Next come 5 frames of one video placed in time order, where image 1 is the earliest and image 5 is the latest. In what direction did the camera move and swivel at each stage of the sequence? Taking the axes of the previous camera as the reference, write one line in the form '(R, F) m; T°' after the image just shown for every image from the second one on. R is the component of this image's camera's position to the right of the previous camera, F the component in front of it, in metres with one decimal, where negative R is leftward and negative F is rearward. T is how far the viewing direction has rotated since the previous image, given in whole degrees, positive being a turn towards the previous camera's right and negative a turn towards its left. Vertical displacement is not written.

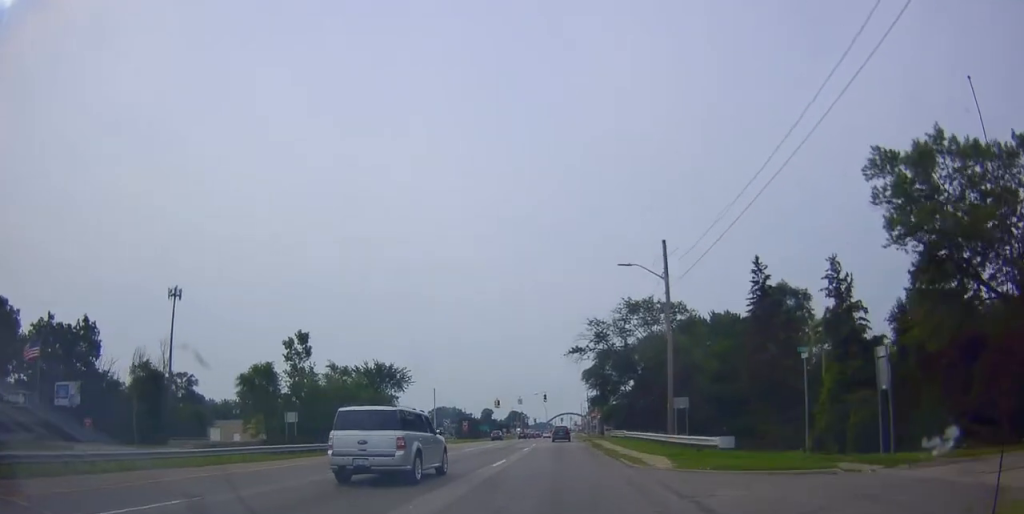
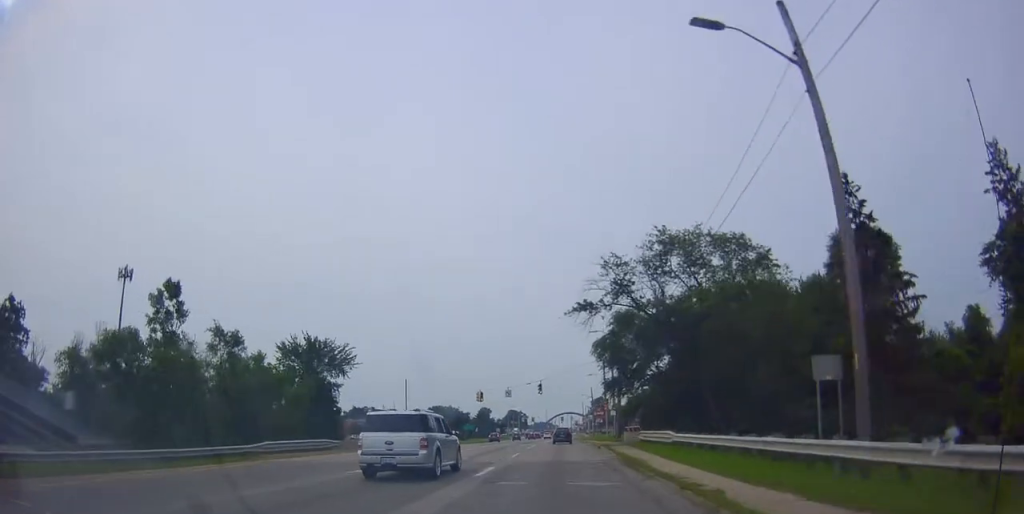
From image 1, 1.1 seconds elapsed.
(-0.8, +19.2) m; -3°
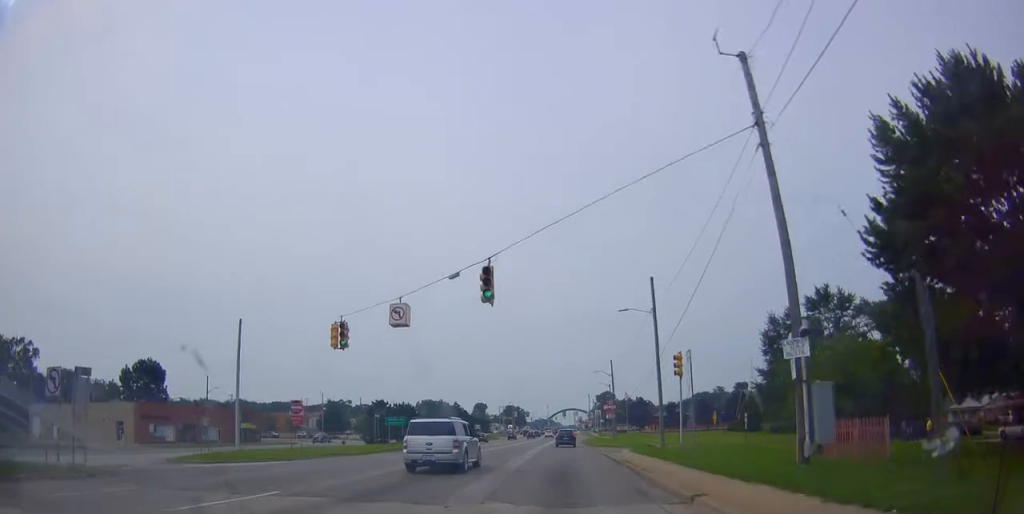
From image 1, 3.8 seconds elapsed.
(+0.9, +47.5) m; 0°
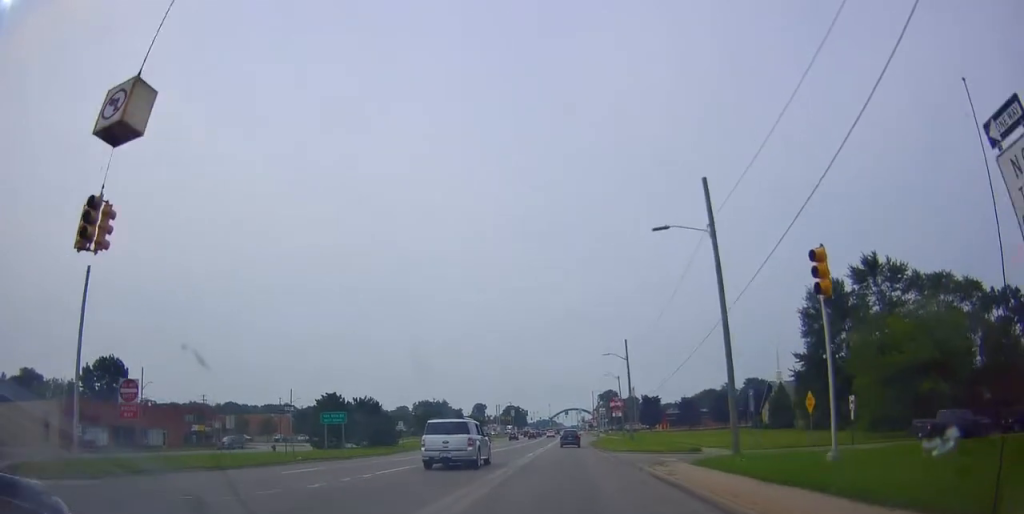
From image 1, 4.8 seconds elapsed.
(-0.2, +17.0) m; 0°
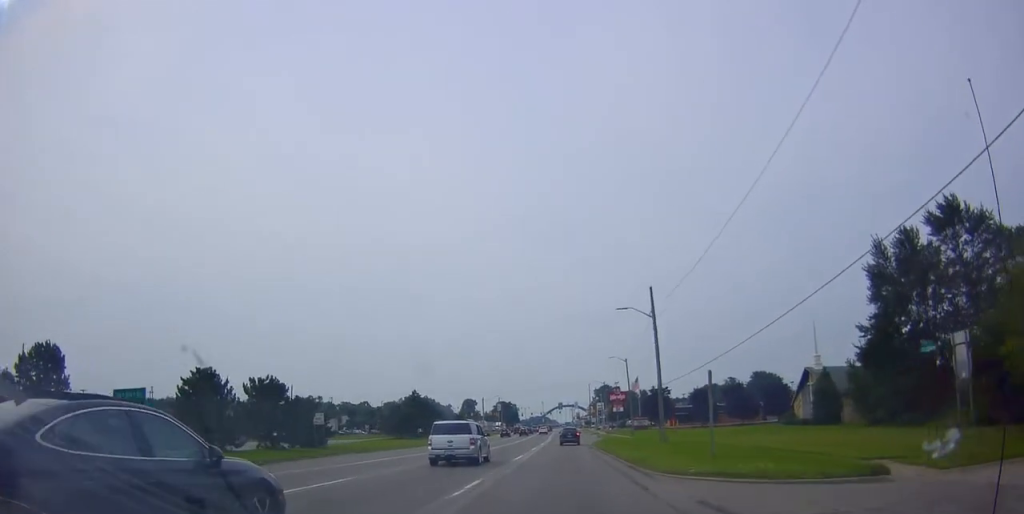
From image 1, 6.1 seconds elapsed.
(+0.5, +22.4) m; +3°
